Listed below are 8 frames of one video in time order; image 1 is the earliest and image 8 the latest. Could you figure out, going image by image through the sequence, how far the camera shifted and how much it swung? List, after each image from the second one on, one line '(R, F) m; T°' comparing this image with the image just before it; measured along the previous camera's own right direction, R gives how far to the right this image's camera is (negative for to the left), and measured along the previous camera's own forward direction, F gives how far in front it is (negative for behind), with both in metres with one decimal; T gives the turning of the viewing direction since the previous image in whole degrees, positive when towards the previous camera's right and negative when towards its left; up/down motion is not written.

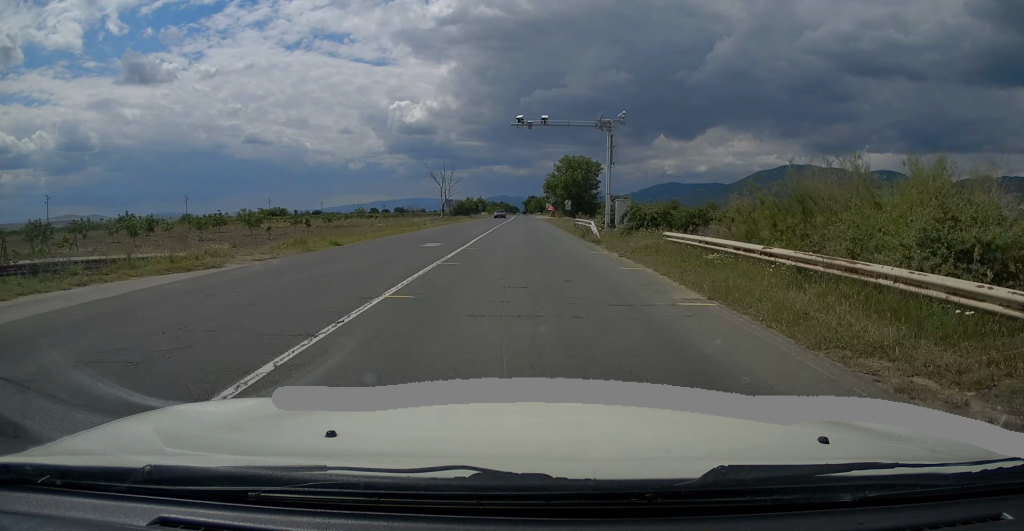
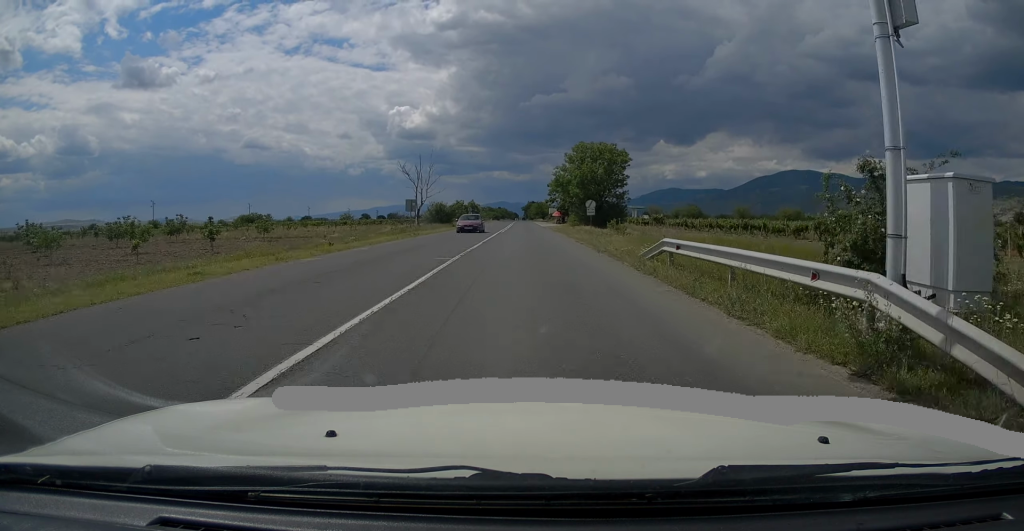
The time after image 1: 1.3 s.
(-0.4, +22.7) m; 0°
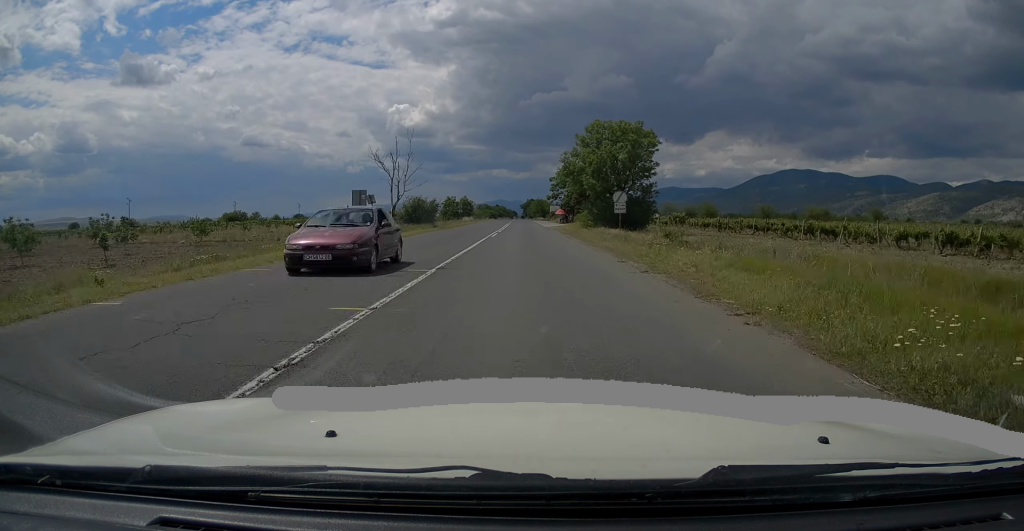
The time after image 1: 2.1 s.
(+0.2, +13.7) m; +1°
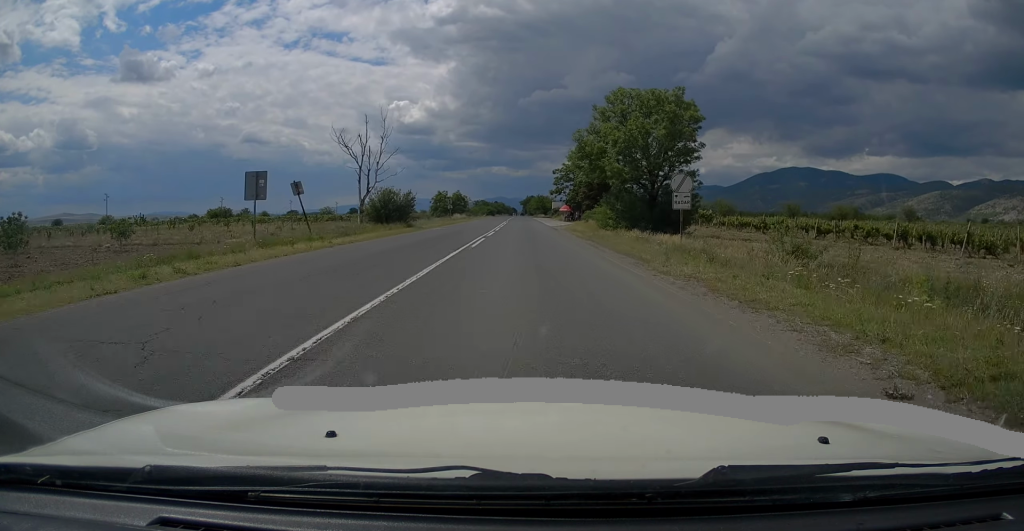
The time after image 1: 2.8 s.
(0.0, +12.1) m; 0°
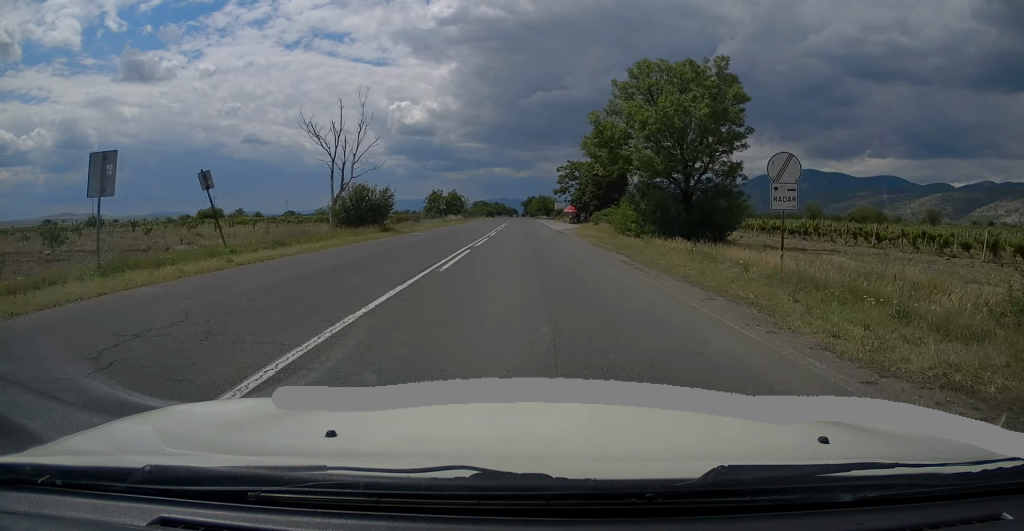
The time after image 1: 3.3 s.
(0.0, +7.5) m; 0°
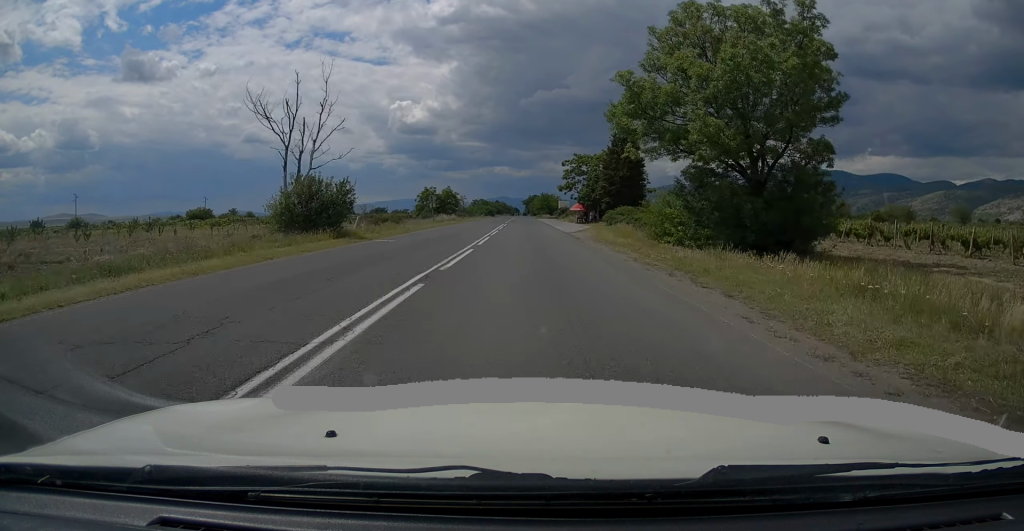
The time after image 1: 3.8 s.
(0.0, +8.7) m; 0°
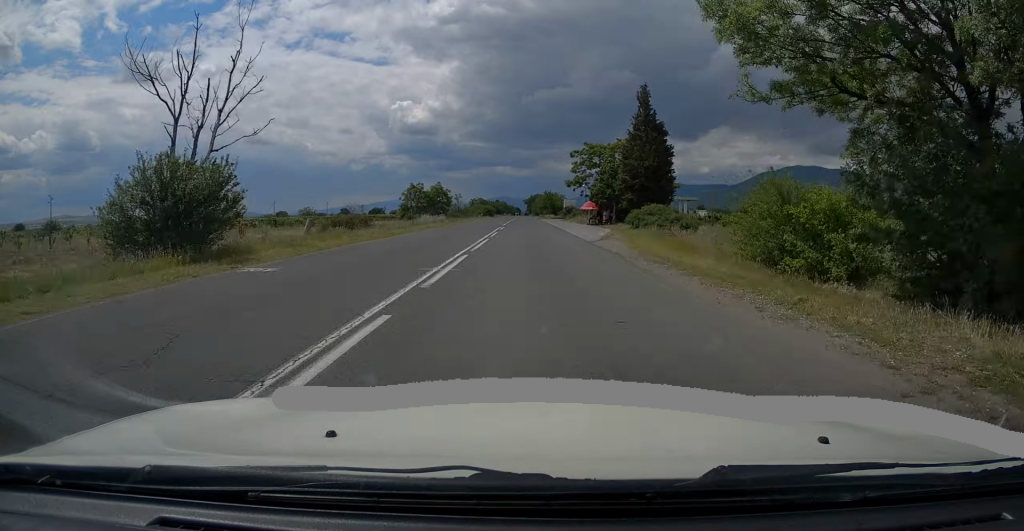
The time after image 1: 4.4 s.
(0.0, +11.5) m; 0°
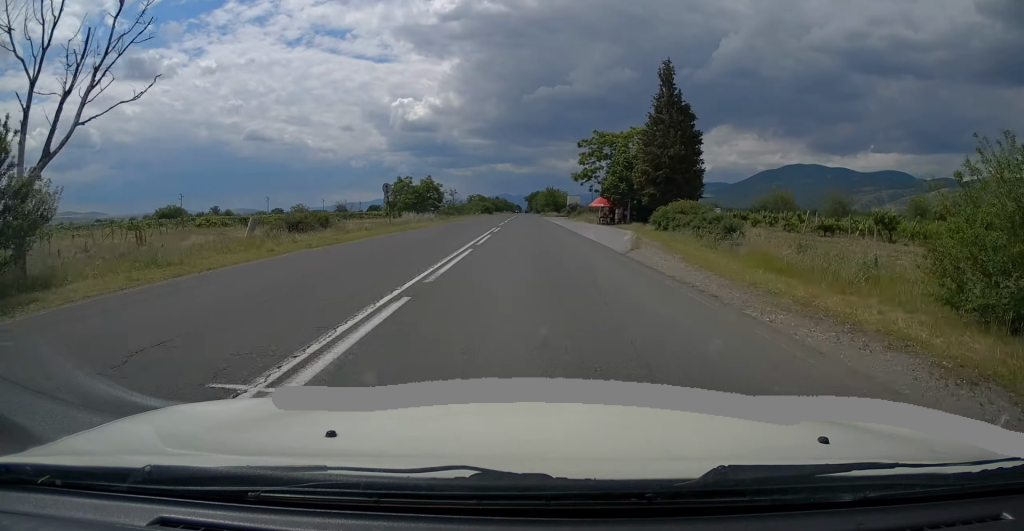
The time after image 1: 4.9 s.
(0.0, +8.0) m; 0°
